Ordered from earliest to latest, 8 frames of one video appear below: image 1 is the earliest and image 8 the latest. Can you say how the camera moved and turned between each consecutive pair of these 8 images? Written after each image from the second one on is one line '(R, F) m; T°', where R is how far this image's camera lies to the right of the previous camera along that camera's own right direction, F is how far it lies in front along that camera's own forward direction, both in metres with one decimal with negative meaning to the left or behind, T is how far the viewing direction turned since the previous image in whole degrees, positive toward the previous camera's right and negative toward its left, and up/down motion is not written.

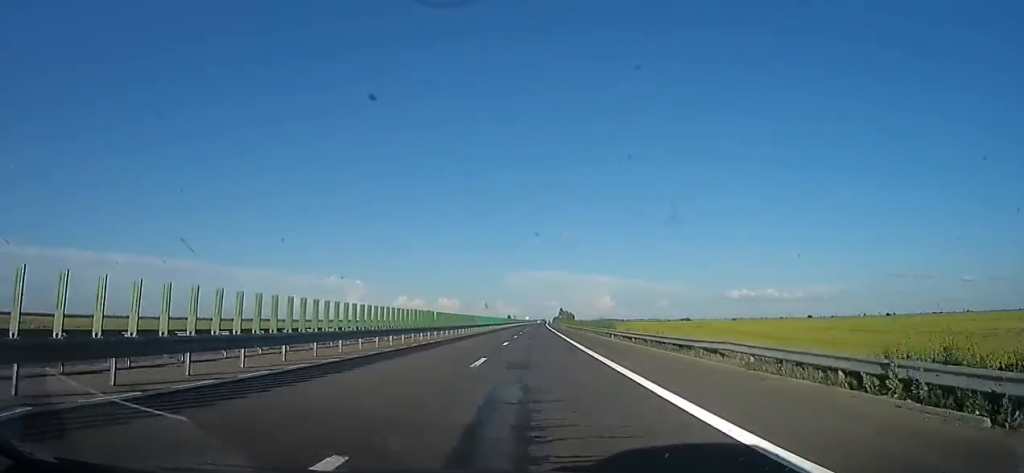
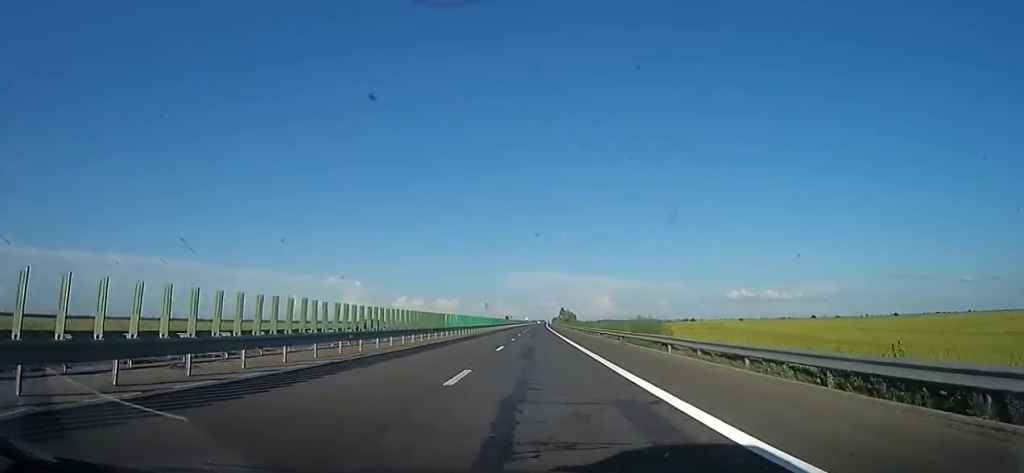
(0.0, +15.7) m; 0°
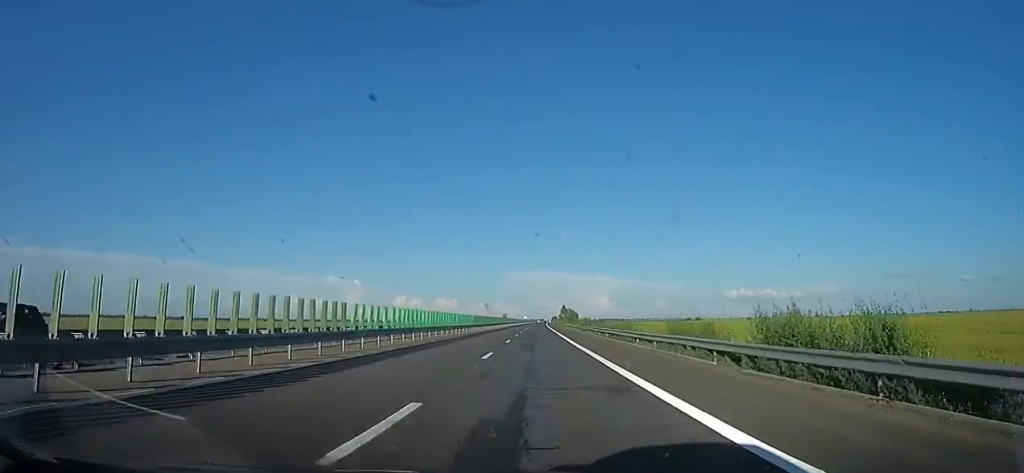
(0.0, +17.4) m; 0°
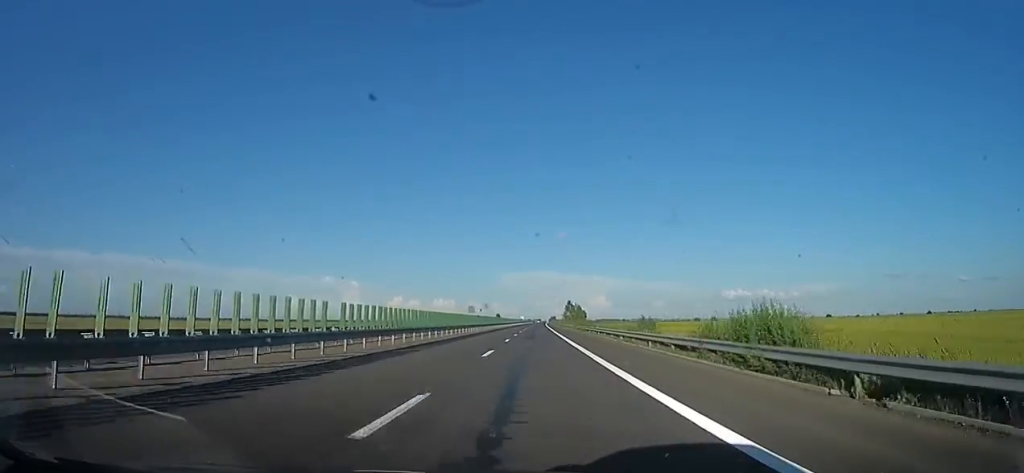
(0.0, +46.8) m; 0°
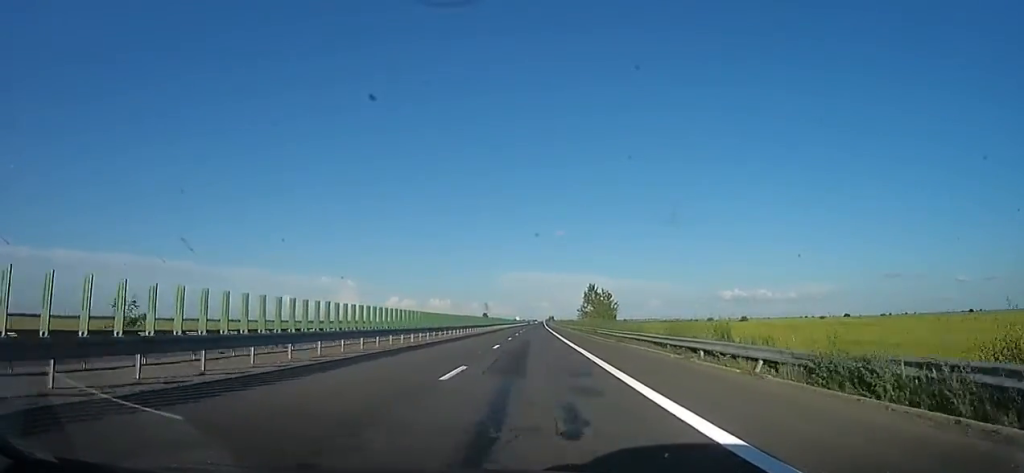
(+0.7, +67.8) m; +2°
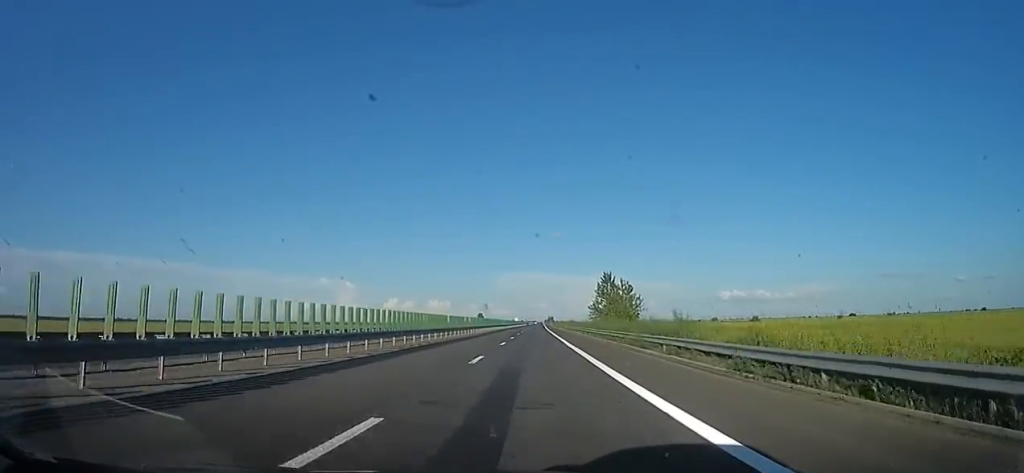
(+0.8, +19.5) m; 0°
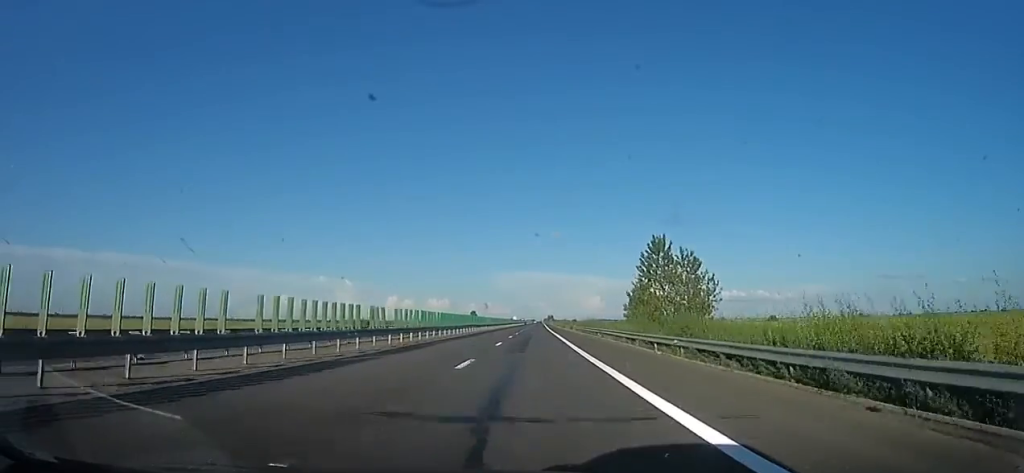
(-0.5, +27.2) m; -1°
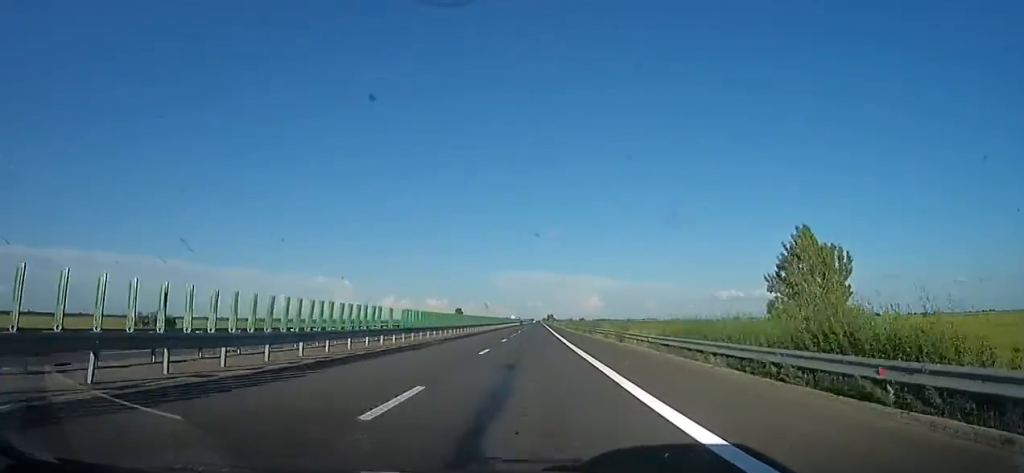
(-0.9, +43.5) m; -1°
